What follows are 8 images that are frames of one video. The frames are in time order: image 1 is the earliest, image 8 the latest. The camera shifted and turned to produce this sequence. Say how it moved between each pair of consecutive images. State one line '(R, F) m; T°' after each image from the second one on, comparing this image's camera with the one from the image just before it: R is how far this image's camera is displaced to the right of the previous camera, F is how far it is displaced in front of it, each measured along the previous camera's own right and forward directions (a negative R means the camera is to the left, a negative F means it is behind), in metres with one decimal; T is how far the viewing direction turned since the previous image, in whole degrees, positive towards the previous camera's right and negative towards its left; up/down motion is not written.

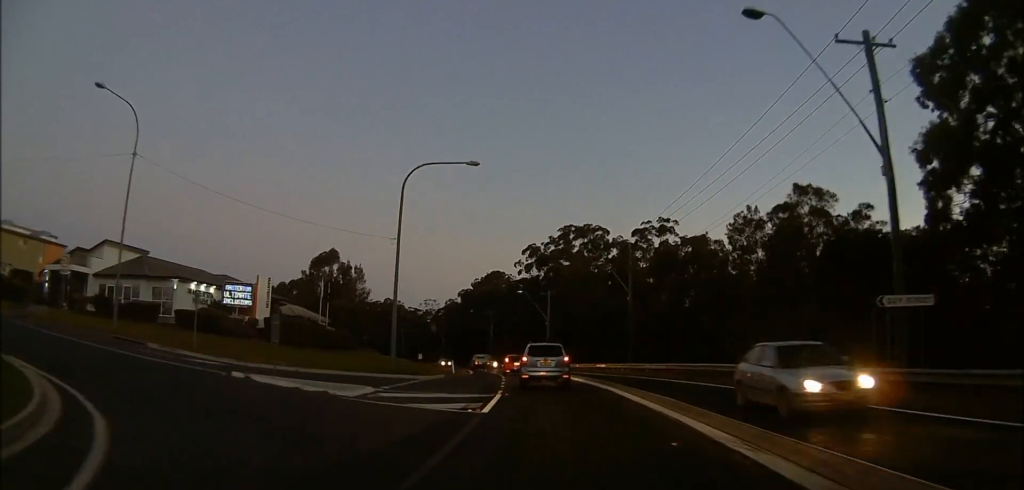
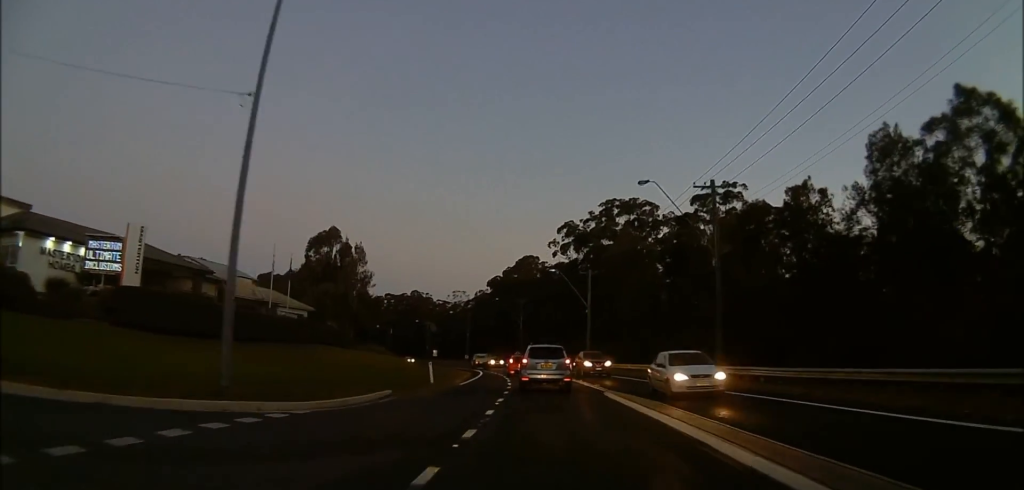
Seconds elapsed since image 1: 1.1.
(0.0, +19.0) m; -1°
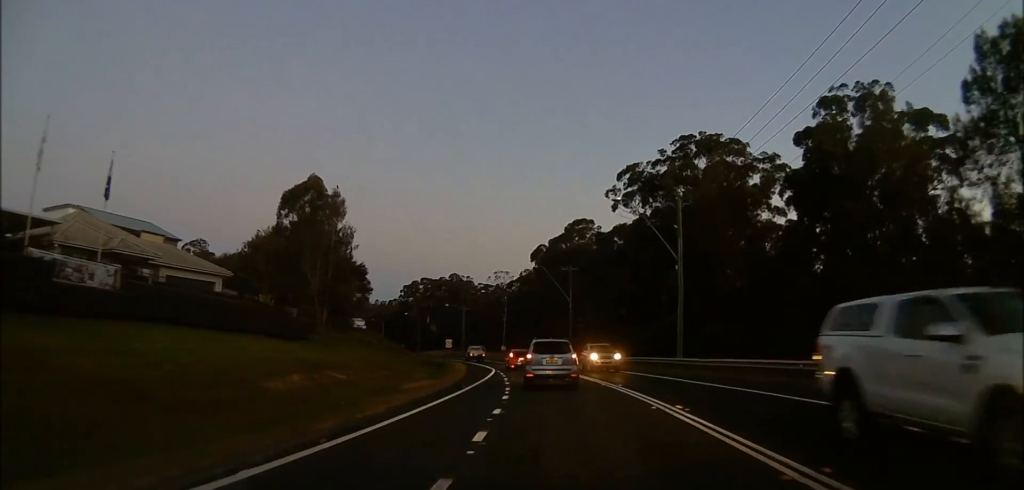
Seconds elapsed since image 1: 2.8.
(-0.8, +29.1) m; -4°
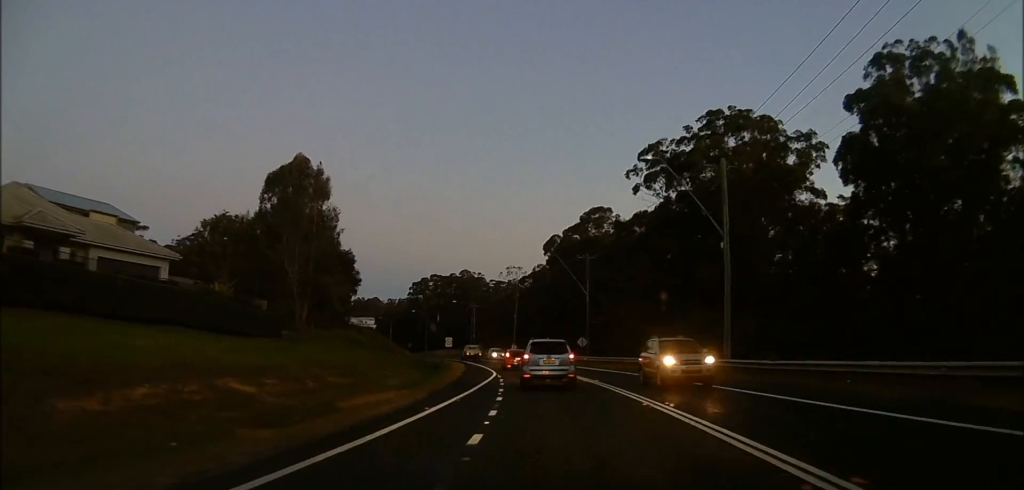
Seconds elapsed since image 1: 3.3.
(0.0, +8.6) m; -2°
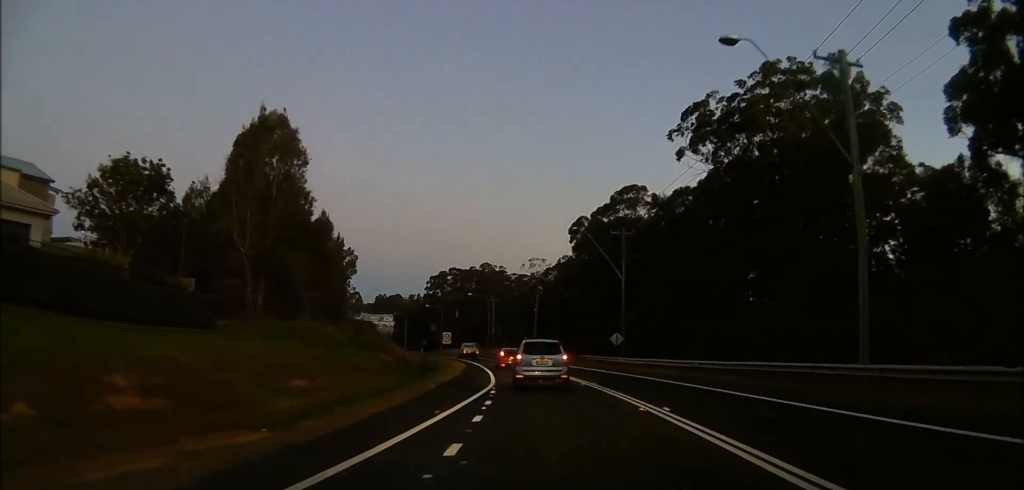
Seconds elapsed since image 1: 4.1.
(-0.7, +13.4) m; -3°
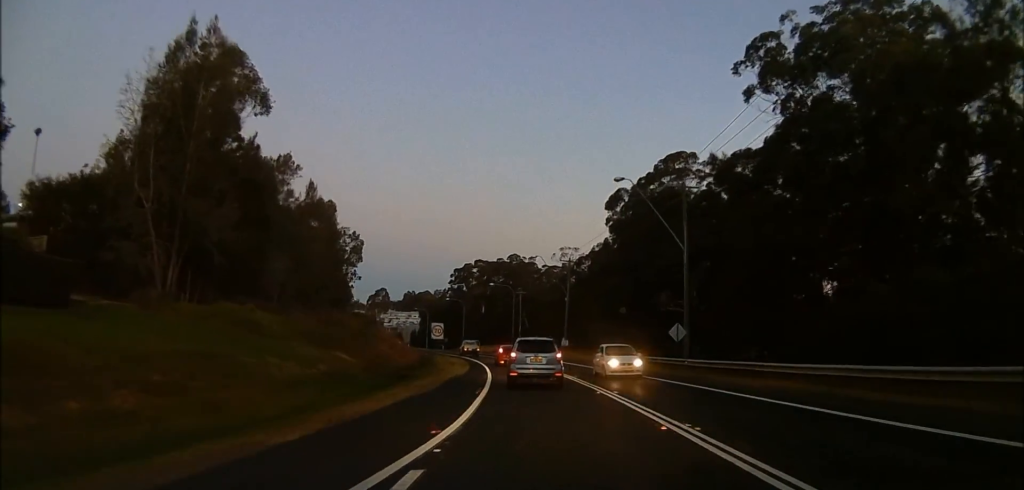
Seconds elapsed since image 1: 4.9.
(-0.1, +14.4) m; -1°
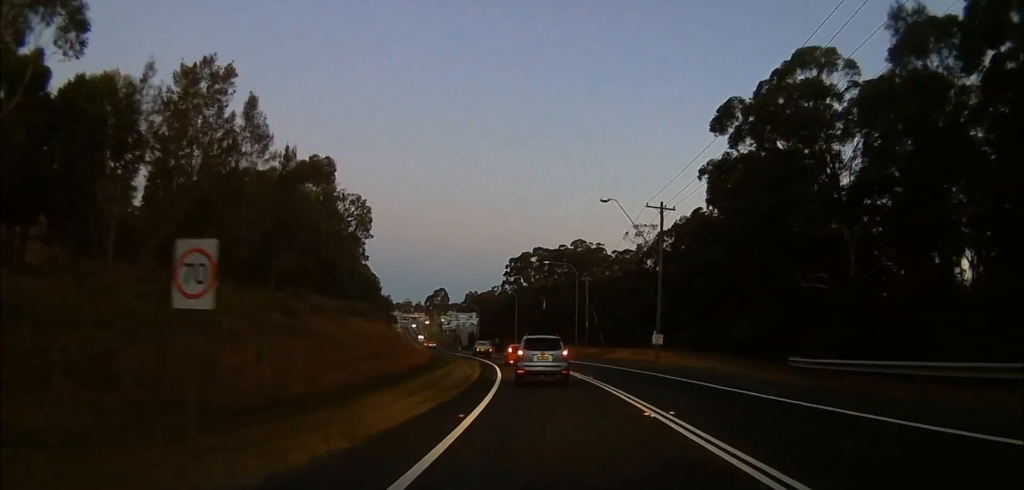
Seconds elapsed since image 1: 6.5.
(-0.9, +26.8) m; -7°
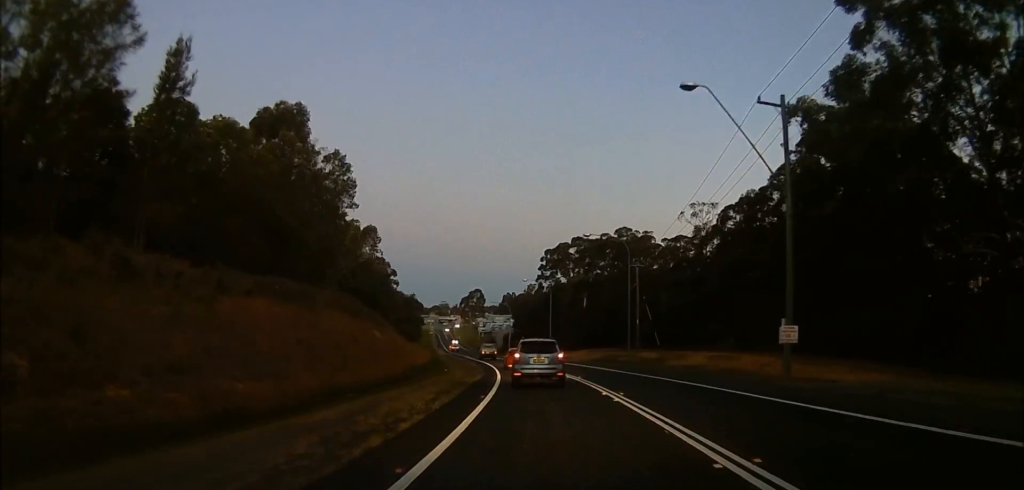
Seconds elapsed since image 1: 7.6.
(-1.4, +19.2) m; -6°
